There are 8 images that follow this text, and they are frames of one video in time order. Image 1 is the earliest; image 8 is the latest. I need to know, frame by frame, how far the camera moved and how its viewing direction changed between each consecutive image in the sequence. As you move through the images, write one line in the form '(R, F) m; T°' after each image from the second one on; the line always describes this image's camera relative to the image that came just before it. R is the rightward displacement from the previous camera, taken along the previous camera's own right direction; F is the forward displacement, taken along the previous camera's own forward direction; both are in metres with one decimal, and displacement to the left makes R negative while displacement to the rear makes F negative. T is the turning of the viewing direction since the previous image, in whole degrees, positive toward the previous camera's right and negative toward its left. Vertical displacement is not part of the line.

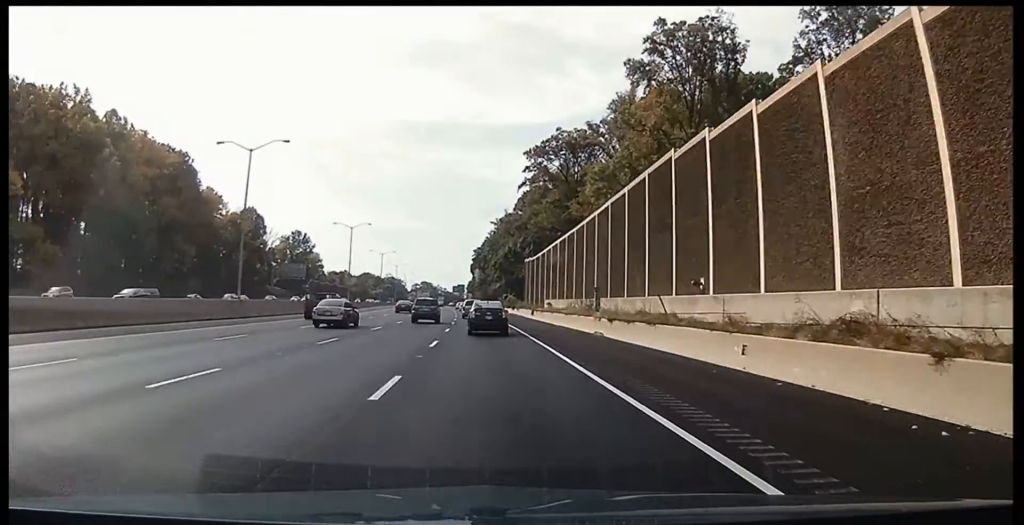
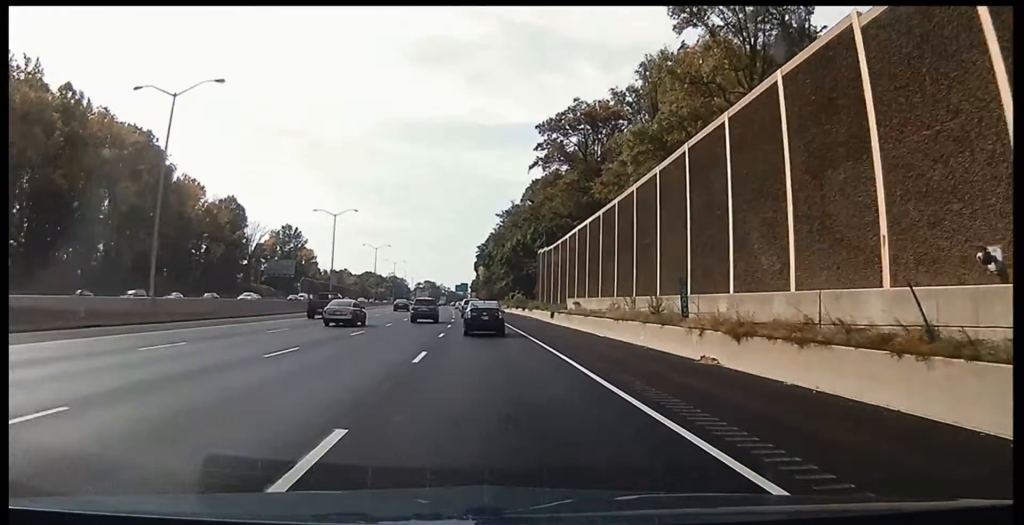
(-0.3, +16.5) m; 0°
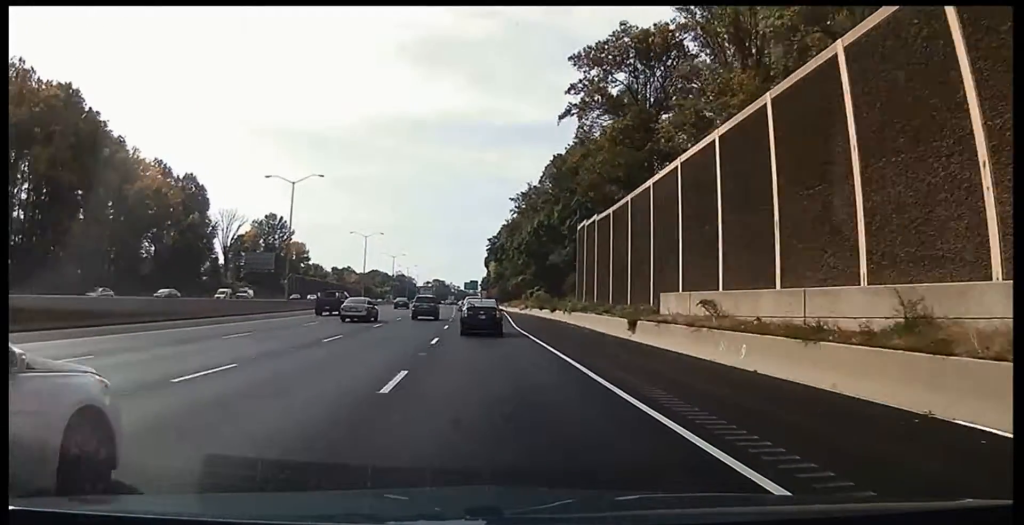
(-0.1, +26.5) m; -1°
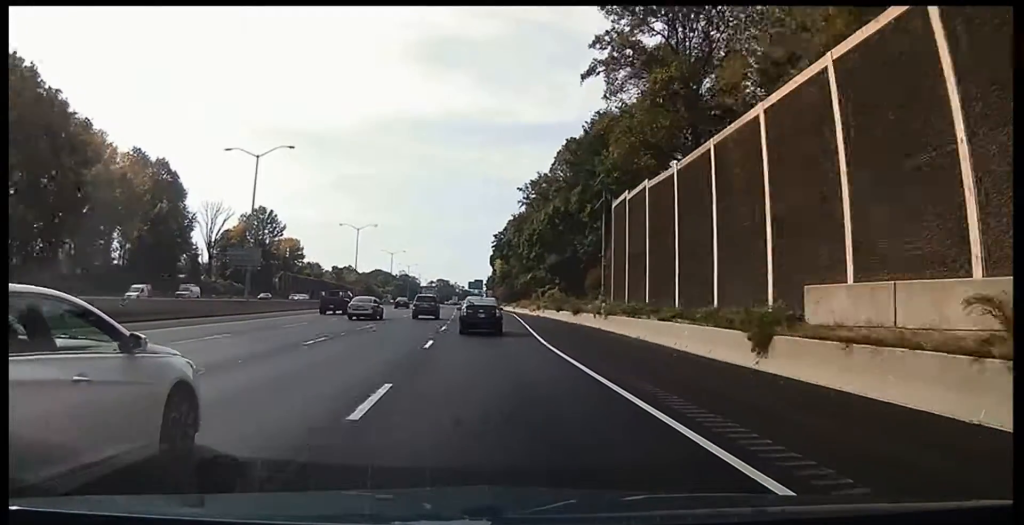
(+0.1, +12.6) m; 0°
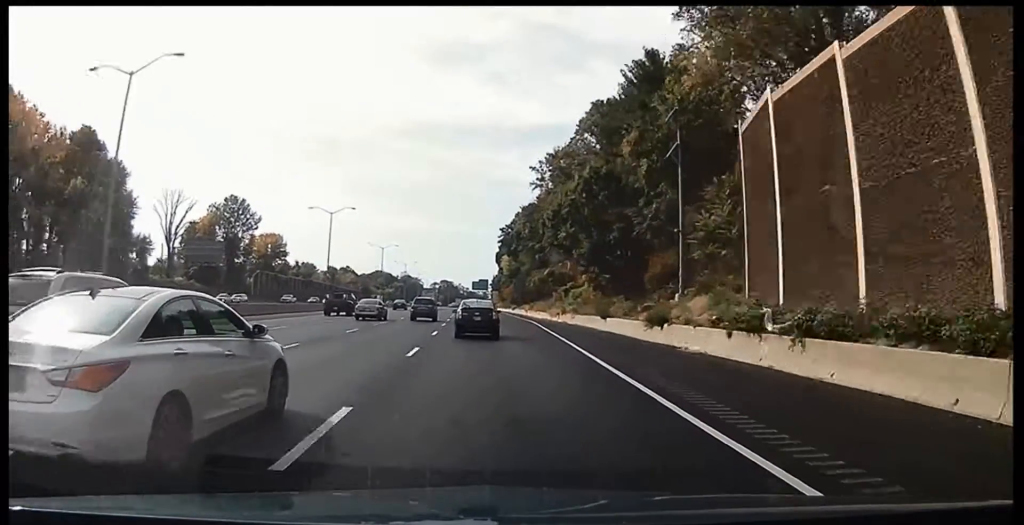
(-0.4, +25.7) m; -2°
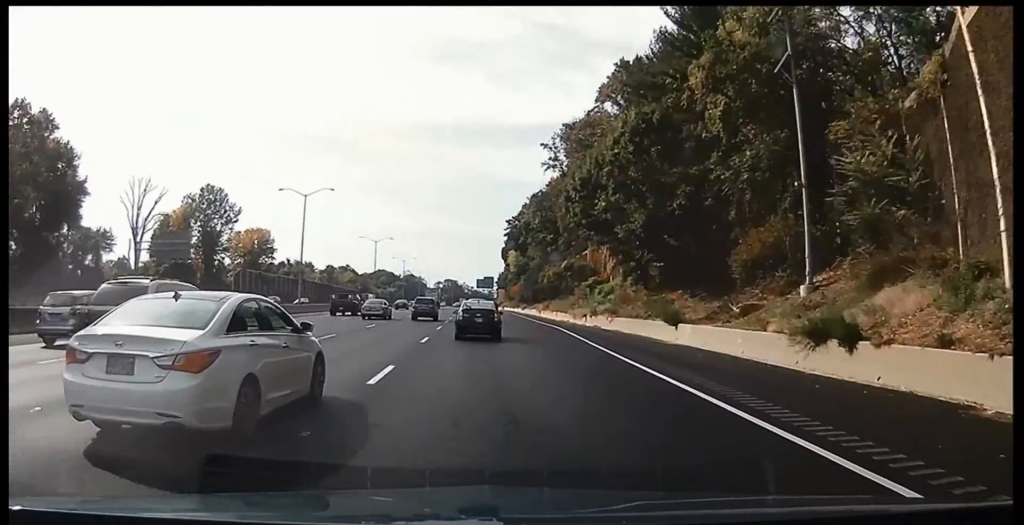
(-0.4, +17.6) m; -1°
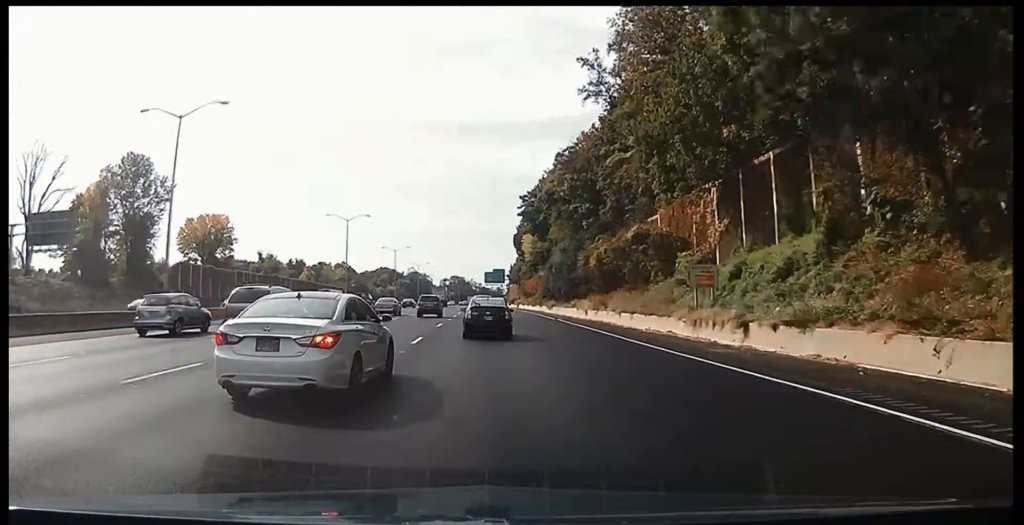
(-0.3, +36.4) m; -1°
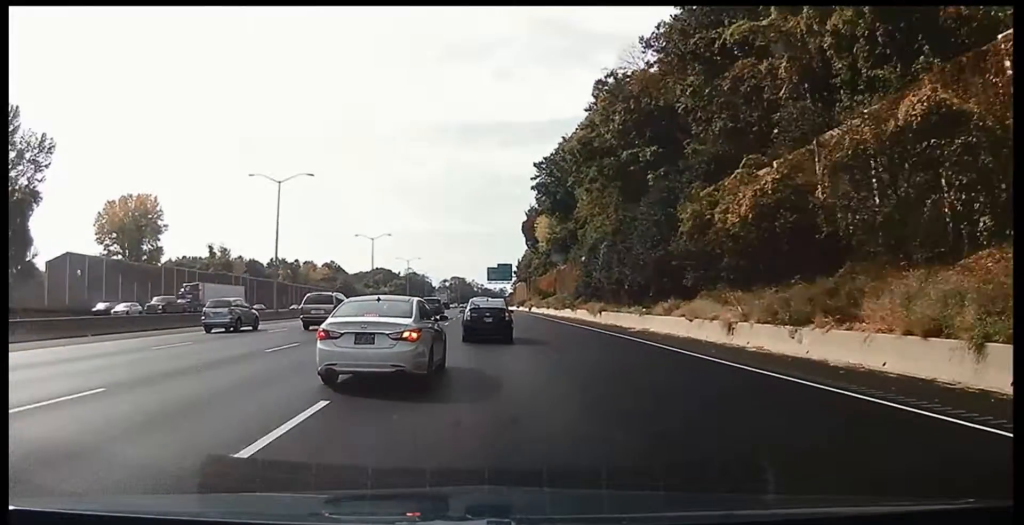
(-0.2, +37.9) m; 0°
